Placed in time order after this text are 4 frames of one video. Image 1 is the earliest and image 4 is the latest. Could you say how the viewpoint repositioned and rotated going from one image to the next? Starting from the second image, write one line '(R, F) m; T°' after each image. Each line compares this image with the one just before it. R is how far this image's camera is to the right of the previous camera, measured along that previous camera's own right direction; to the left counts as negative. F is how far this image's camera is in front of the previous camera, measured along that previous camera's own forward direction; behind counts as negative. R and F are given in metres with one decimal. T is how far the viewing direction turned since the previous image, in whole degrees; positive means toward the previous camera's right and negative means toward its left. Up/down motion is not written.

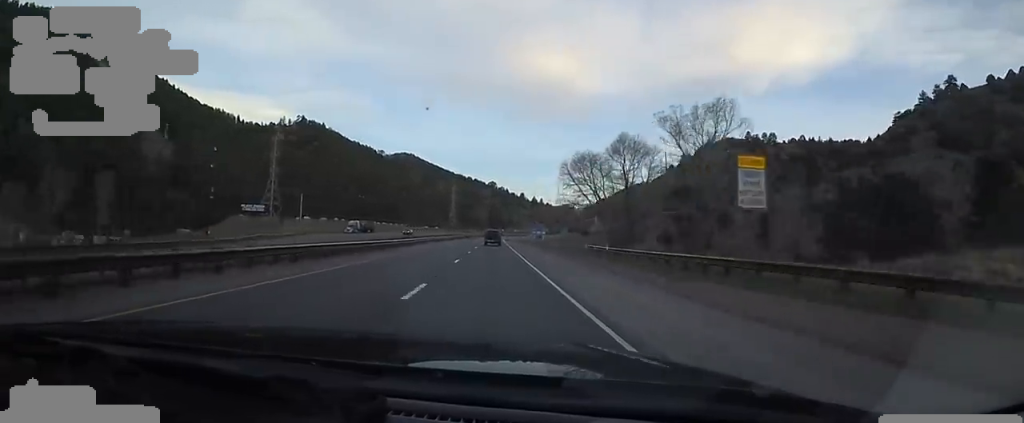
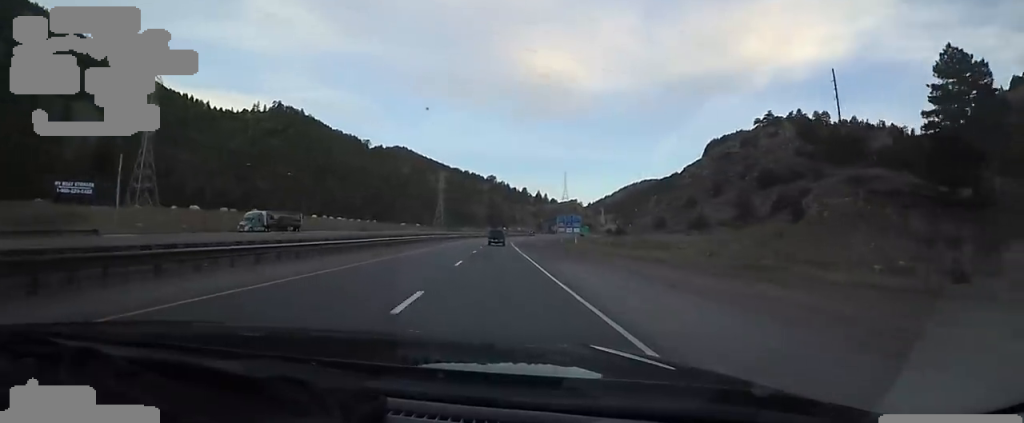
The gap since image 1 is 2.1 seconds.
(-0.2, +61.4) m; -3°
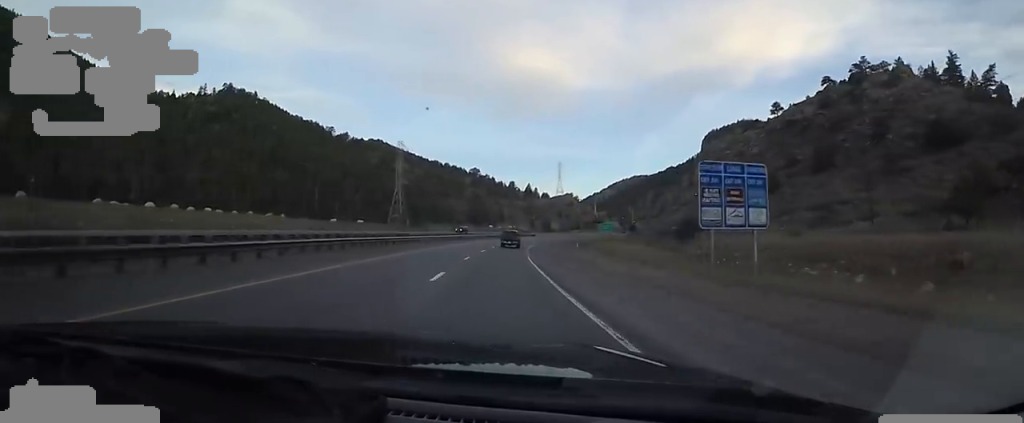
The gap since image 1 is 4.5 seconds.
(+1.3, +67.5) m; +4°
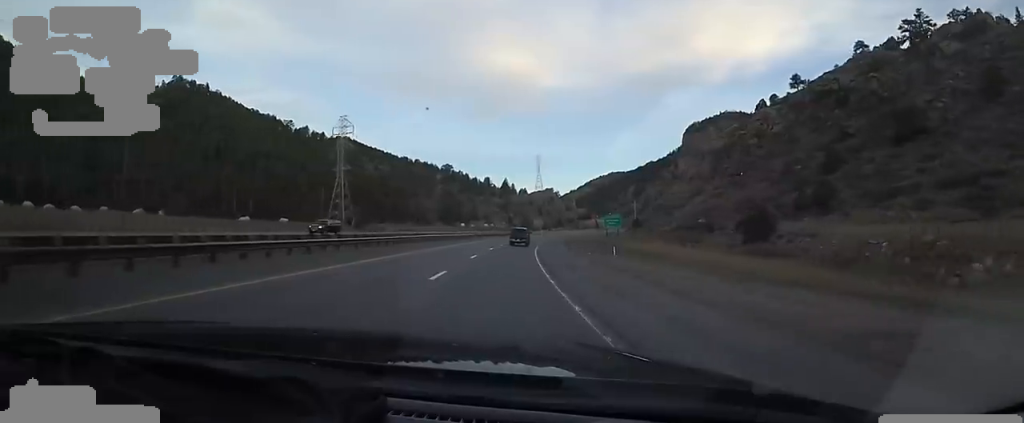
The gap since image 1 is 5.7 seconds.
(+1.0, +34.7) m; +4°
